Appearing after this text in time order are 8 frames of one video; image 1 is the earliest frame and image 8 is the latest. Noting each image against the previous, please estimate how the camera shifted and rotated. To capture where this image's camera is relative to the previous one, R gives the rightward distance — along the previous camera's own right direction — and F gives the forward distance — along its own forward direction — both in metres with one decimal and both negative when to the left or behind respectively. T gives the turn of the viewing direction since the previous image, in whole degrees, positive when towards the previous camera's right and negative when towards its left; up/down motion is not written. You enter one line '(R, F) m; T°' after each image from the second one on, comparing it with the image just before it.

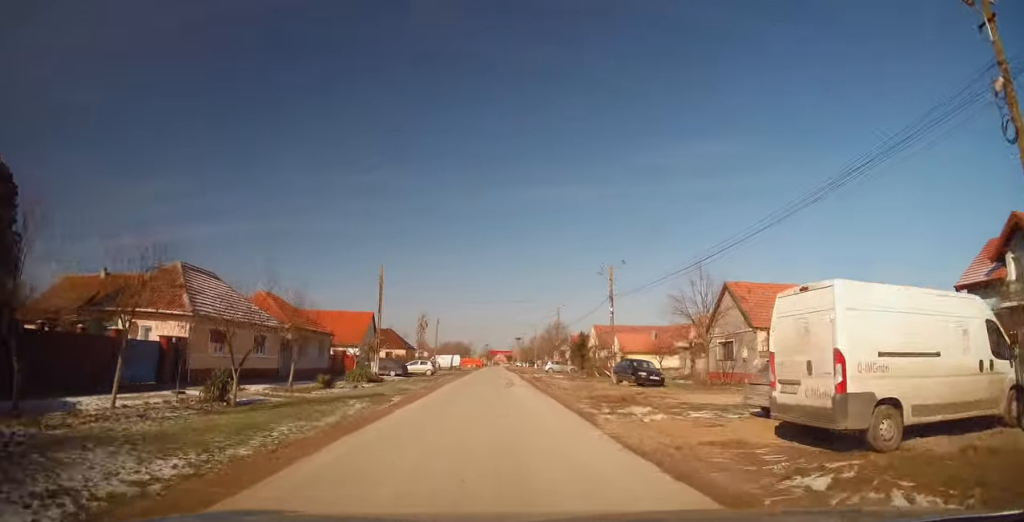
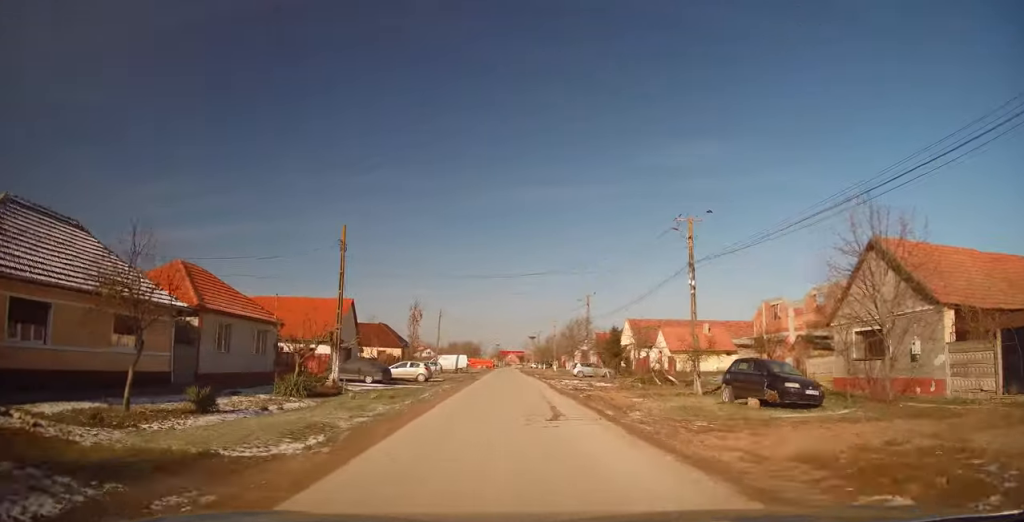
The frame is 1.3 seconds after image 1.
(+0.1, +13.7) m; 0°
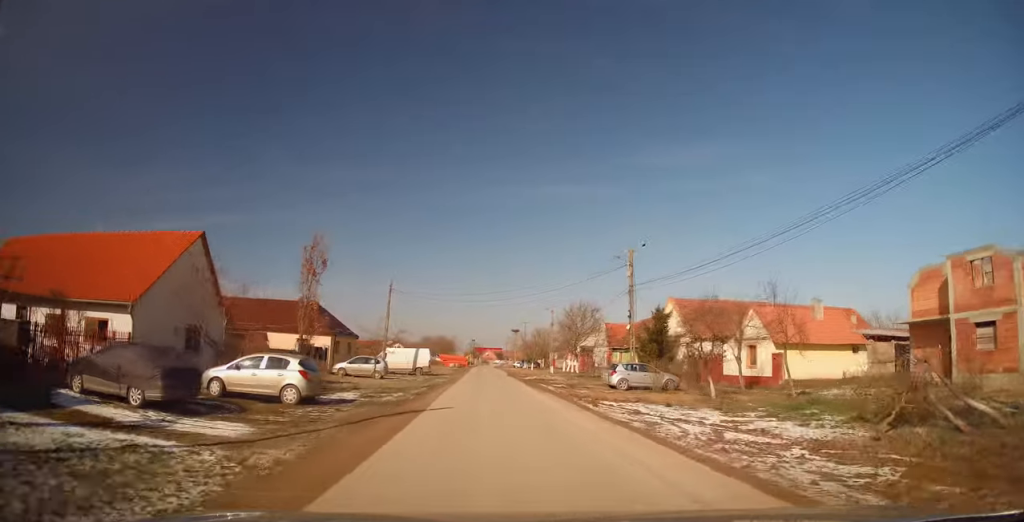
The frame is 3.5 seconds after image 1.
(+0.7, +23.5) m; +2°
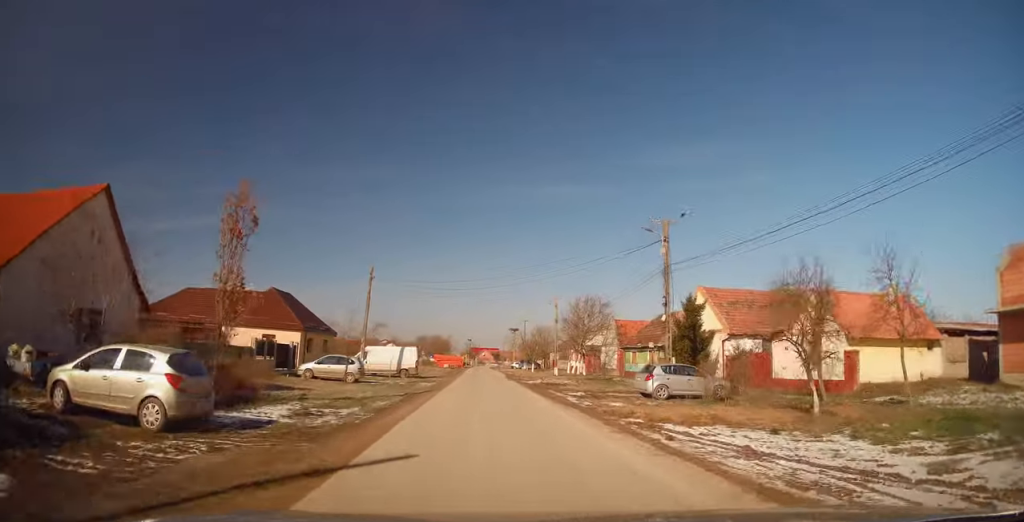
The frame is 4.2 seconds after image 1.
(-0.4, +6.9) m; 0°
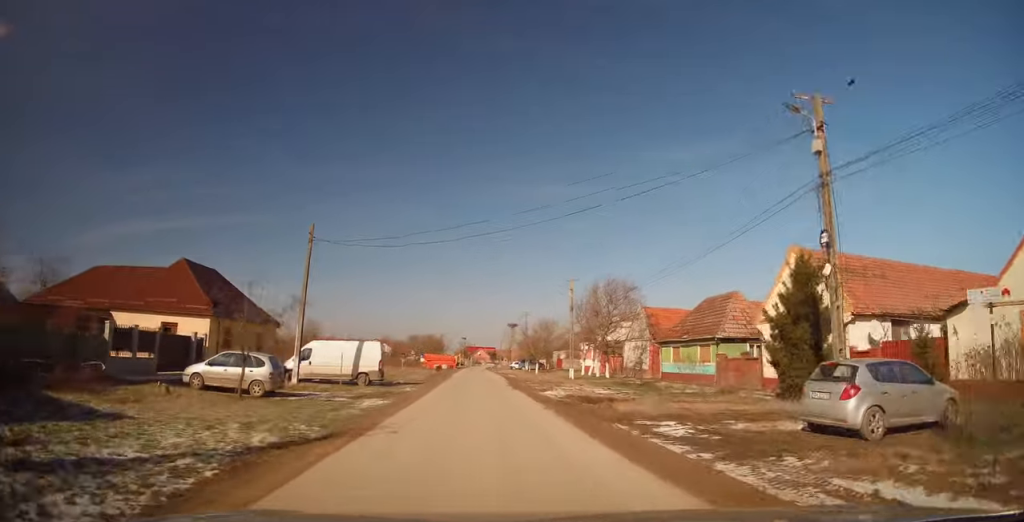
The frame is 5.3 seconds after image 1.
(+0.2, +12.7) m; +2°
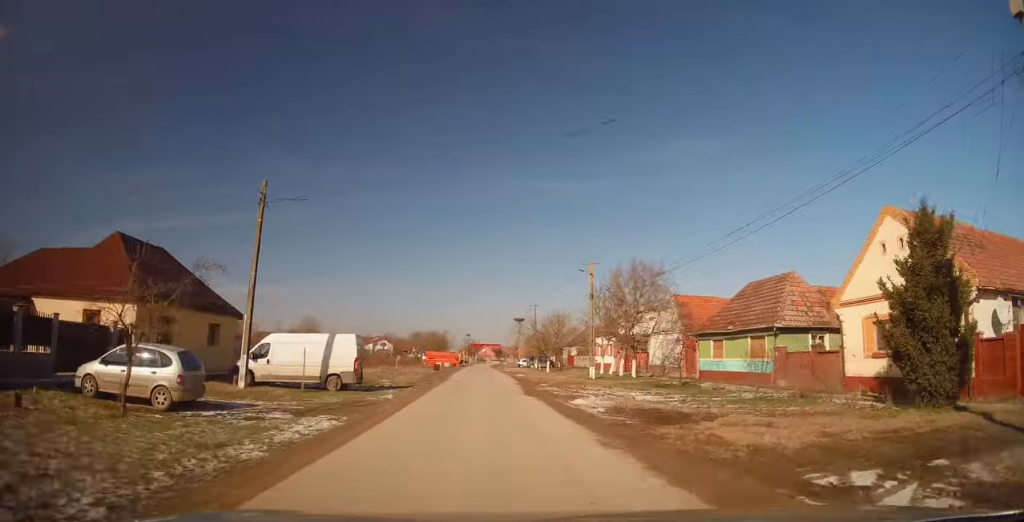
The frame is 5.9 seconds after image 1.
(0.0, +6.6) m; 0°
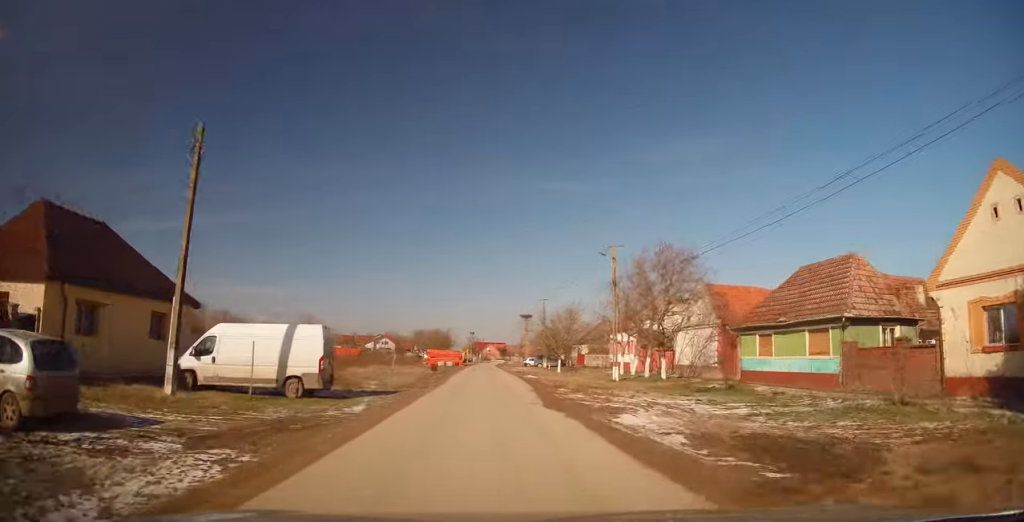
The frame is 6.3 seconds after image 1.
(0.0, +5.5) m; 0°
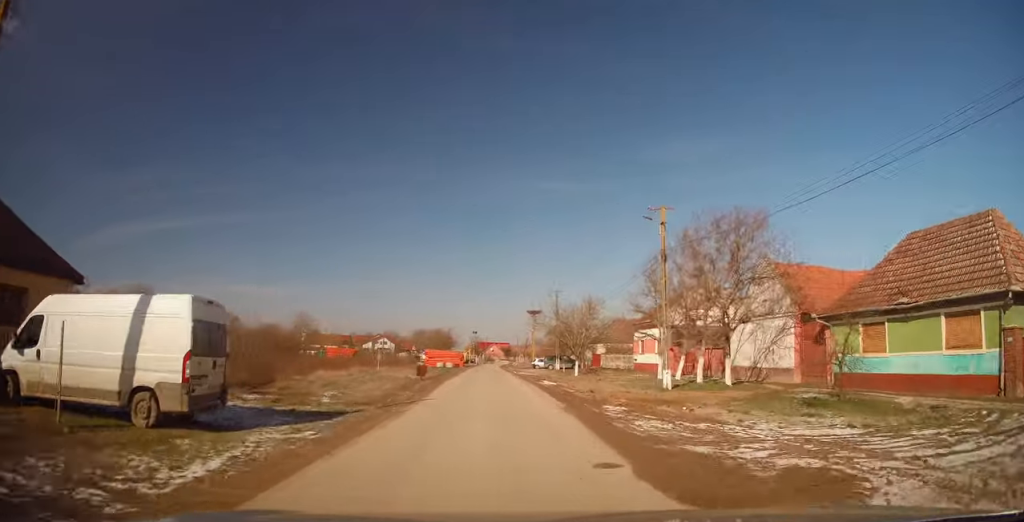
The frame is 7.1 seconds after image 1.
(0.0, +8.7) m; -1°
